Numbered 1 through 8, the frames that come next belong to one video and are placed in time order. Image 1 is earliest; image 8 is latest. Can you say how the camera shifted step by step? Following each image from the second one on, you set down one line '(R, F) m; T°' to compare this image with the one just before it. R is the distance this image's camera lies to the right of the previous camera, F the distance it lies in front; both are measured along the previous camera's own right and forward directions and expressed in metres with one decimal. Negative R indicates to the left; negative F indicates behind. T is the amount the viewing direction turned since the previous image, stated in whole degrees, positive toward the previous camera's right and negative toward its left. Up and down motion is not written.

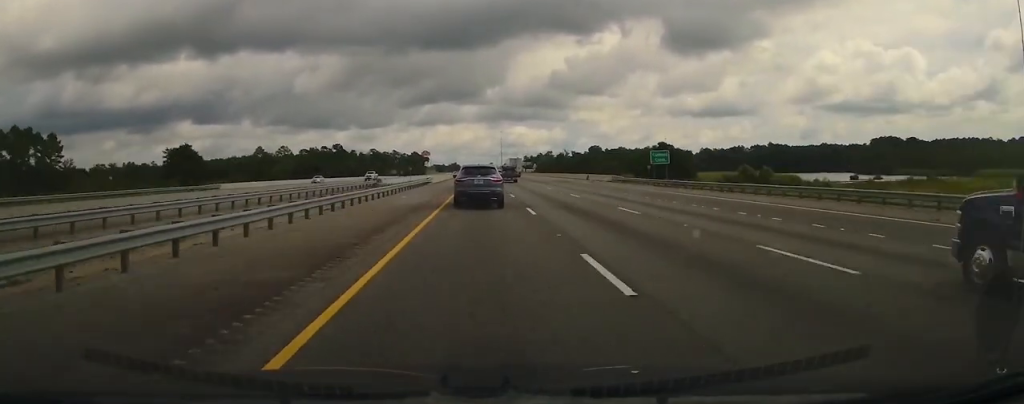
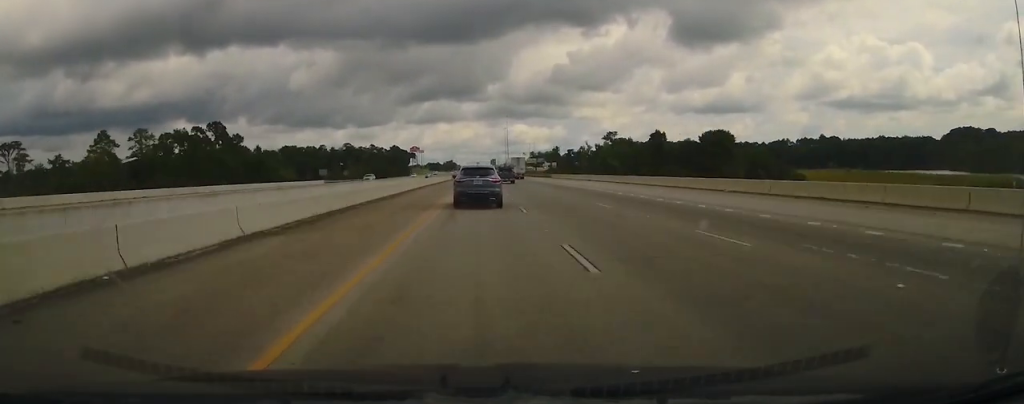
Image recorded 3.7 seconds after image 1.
(-0.7, +126.0) m; 0°
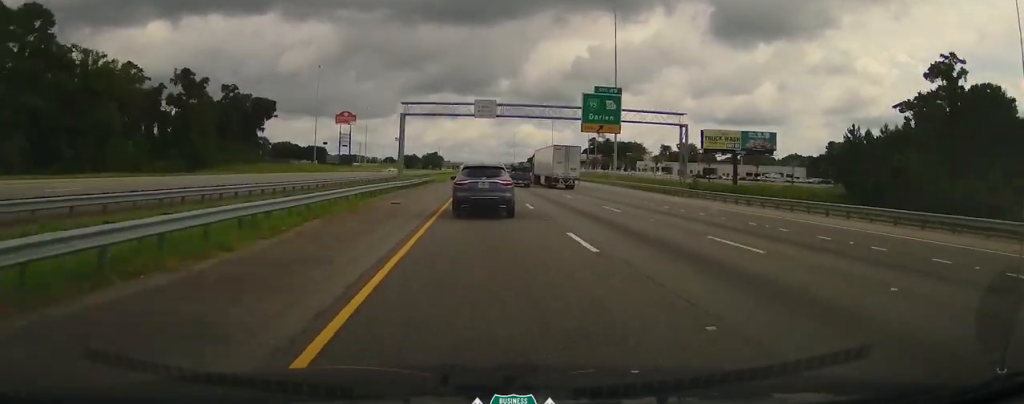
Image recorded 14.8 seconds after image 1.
(-0.9, +369.7) m; 0°
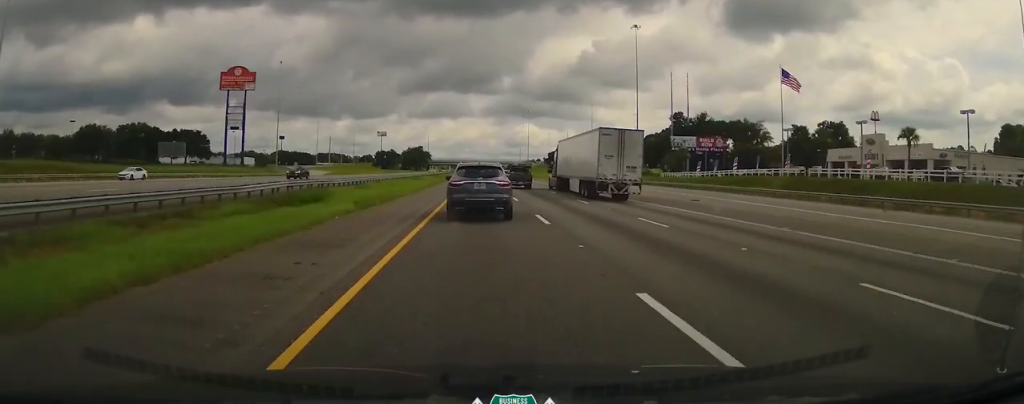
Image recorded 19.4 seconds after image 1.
(+0.2, +146.1) m; 0°
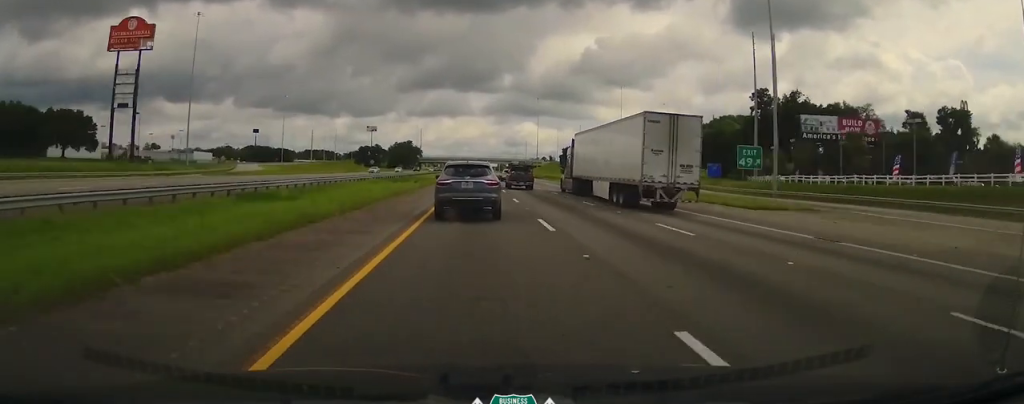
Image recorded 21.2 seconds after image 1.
(0.0, +58.4) m; 0°
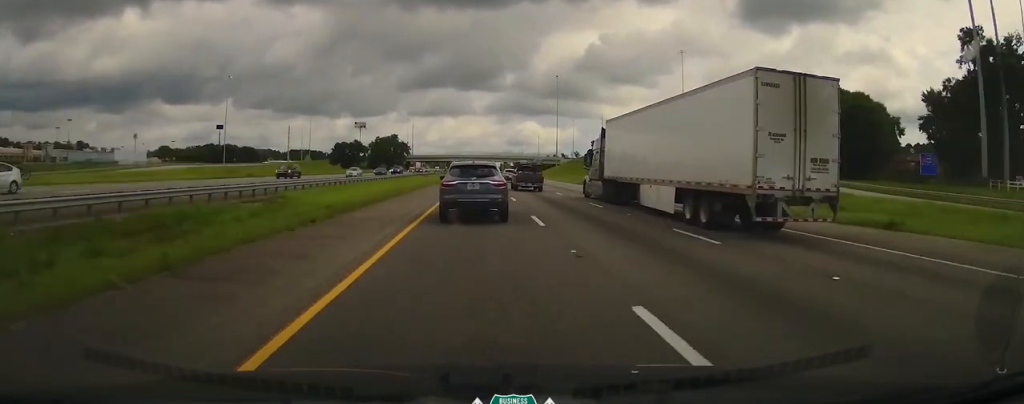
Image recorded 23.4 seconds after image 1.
(+0.3, +64.9) m; 0°
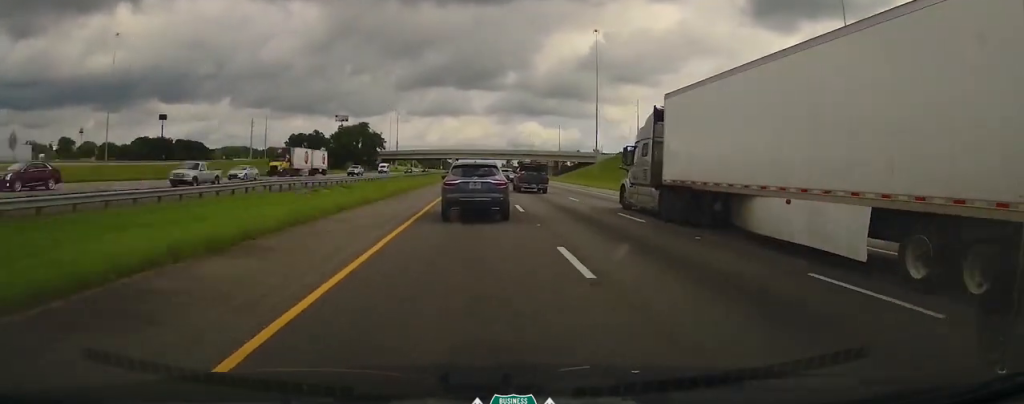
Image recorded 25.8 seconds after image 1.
(-0.1, +70.1) m; 0°
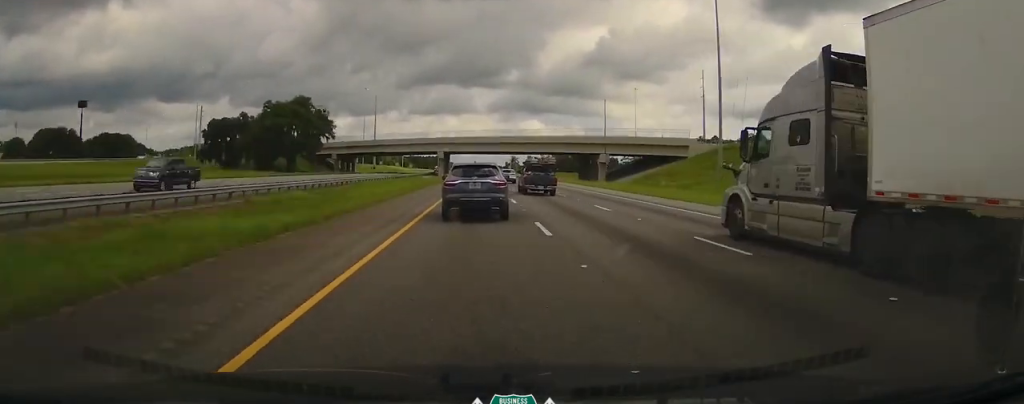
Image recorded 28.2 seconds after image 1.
(-0.2, +67.7) m; 0°
